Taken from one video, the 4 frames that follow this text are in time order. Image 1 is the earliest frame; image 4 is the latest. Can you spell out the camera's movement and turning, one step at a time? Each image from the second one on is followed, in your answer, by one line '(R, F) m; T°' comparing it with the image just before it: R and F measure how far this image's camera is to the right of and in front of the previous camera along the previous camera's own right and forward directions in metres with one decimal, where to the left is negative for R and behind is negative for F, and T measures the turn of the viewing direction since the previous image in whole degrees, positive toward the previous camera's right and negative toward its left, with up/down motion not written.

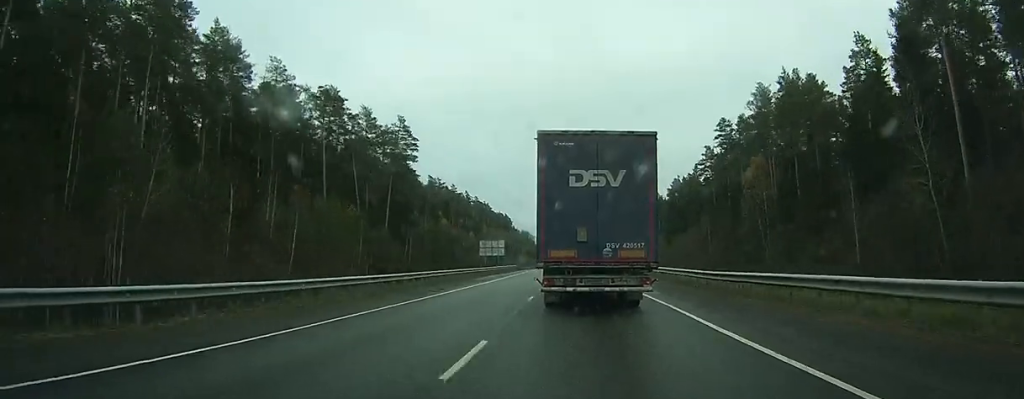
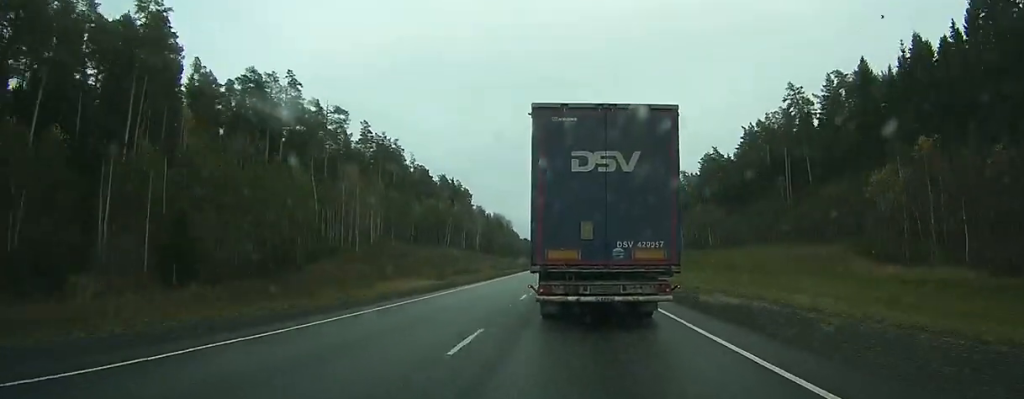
(+0.7, +172.2) m; 0°
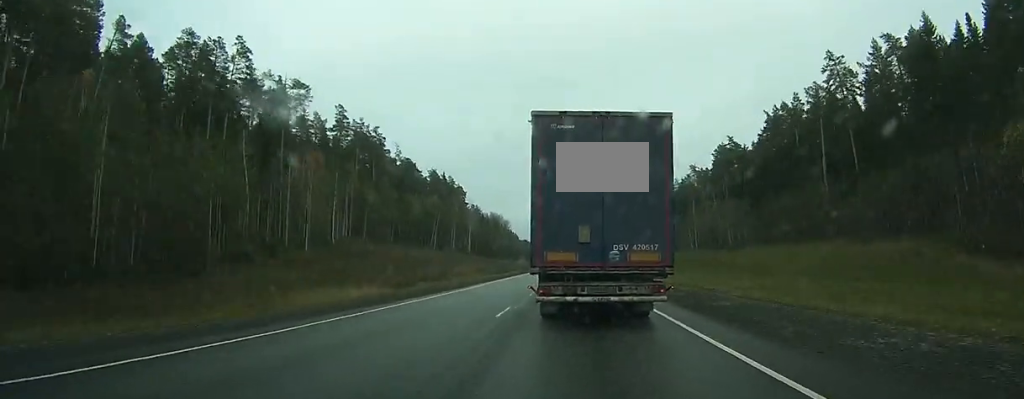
(+0.1, +17.2) m; 0°
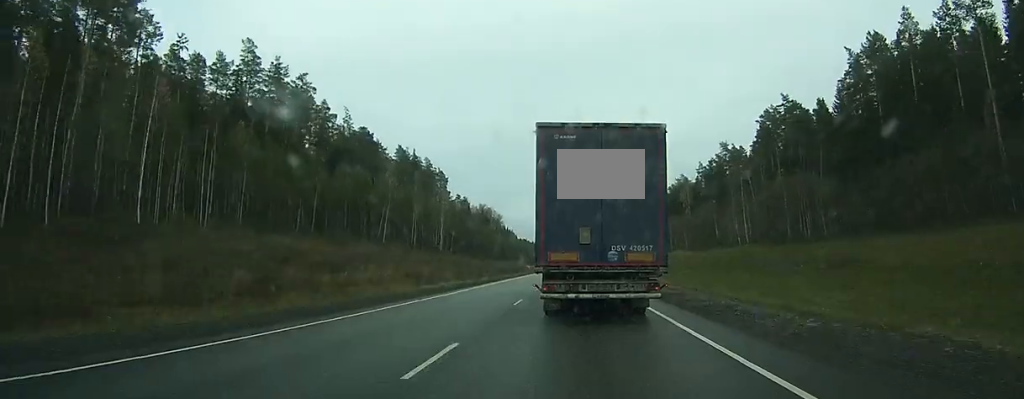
(-0.2, +41.9) m; 0°
